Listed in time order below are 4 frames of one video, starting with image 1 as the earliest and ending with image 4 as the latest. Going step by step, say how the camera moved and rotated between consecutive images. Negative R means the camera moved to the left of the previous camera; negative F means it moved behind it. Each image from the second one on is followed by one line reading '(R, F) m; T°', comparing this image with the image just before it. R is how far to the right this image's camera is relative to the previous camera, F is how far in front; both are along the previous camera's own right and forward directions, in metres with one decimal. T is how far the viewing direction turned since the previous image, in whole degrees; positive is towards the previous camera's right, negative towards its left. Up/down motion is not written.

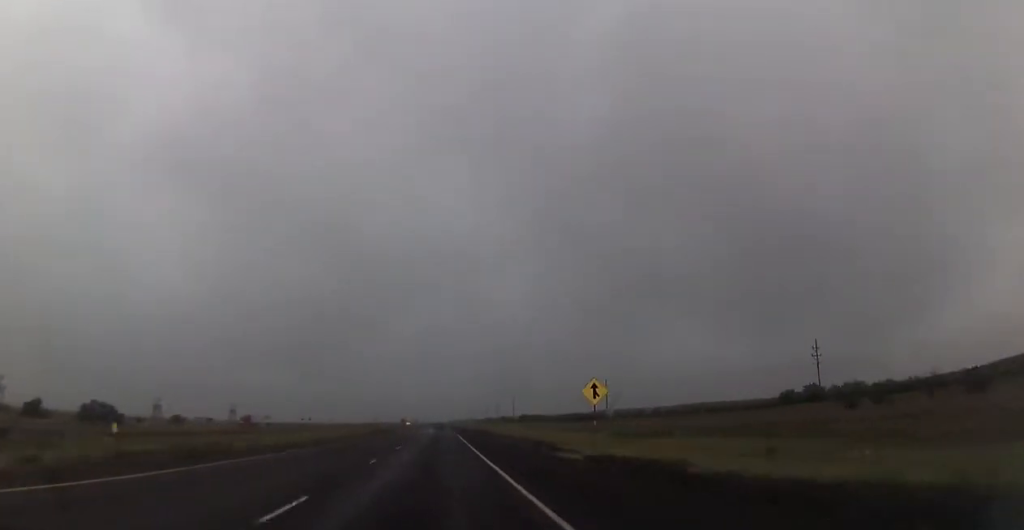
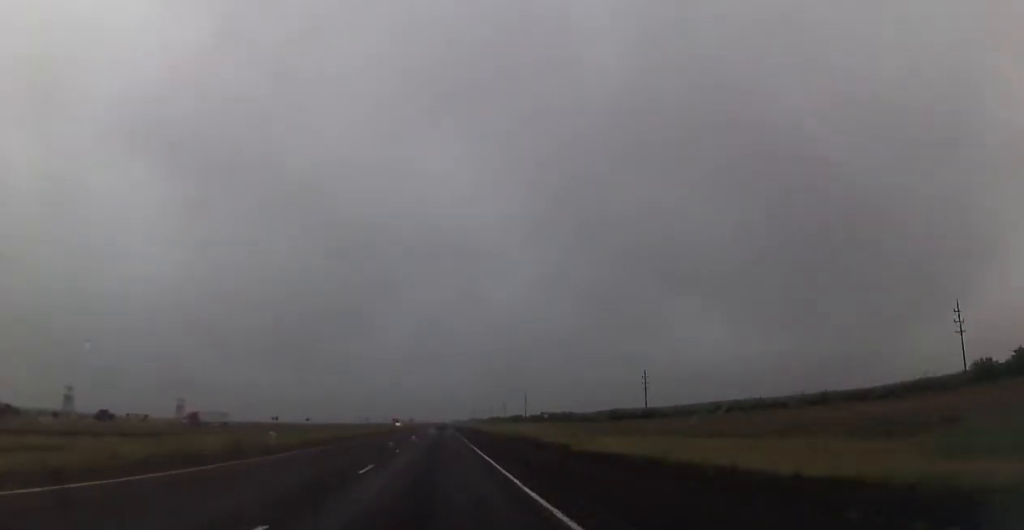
(-0.1, +51.9) m; 0°
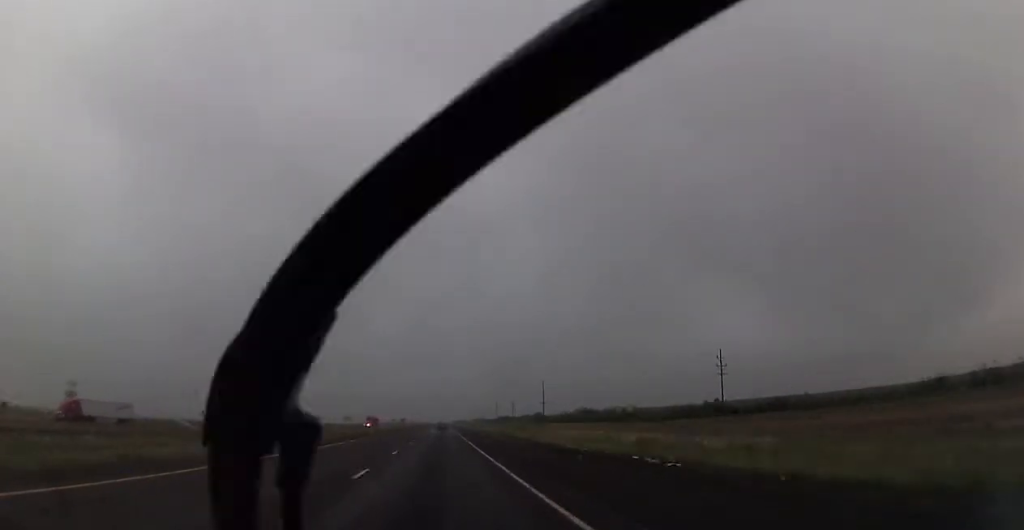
(+0.1, +62.9) m; 0°
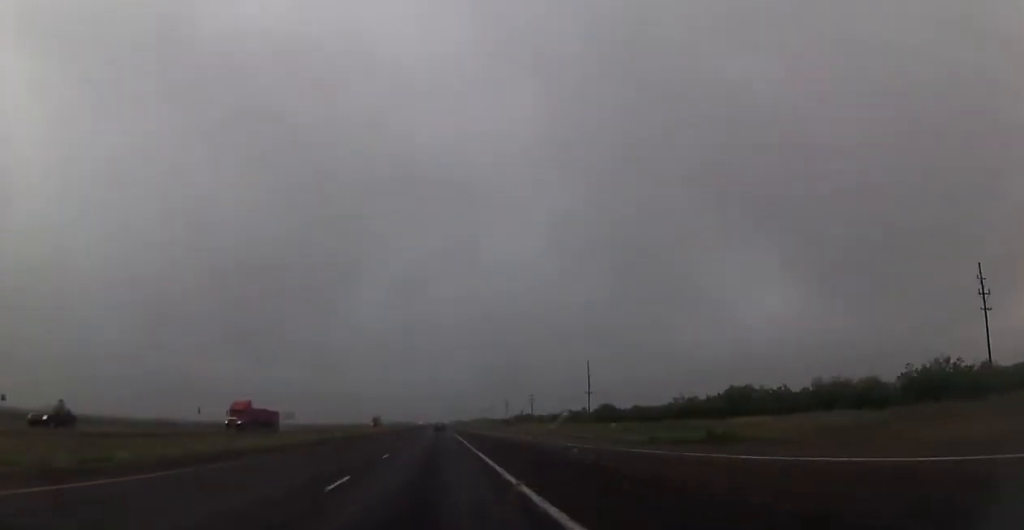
(+0.1, +88.0) m; +1°
